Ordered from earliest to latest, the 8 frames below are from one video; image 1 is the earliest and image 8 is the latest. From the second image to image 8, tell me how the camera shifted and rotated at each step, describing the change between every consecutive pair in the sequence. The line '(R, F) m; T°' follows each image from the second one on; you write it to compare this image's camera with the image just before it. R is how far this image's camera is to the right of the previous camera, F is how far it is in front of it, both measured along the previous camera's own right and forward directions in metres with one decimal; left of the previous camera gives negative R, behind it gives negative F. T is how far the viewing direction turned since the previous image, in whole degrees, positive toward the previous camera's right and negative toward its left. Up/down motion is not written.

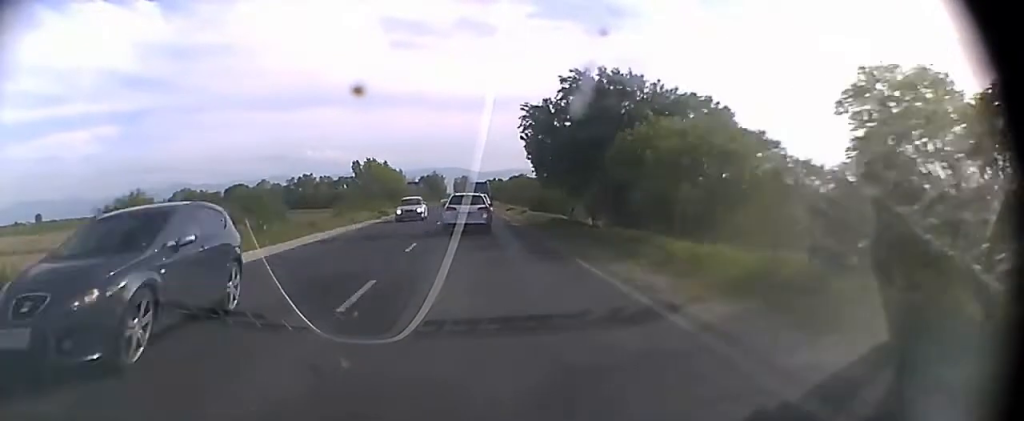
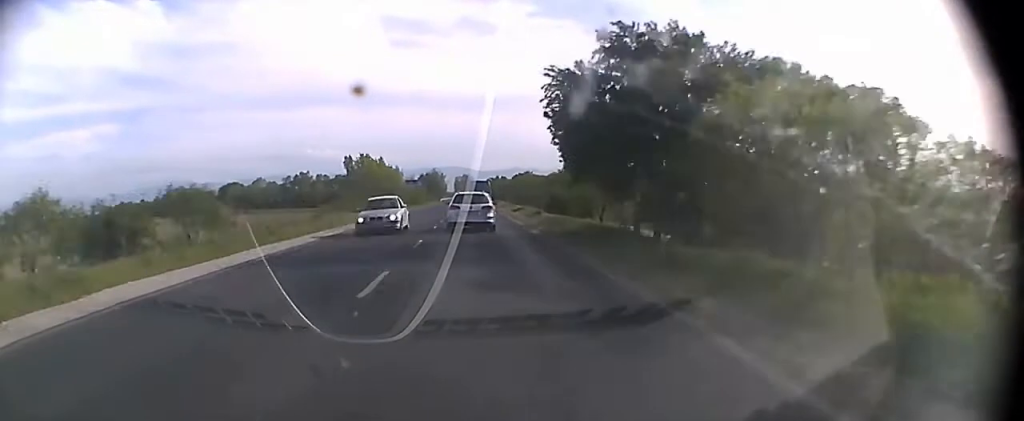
(0.0, +8.0) m; 0°
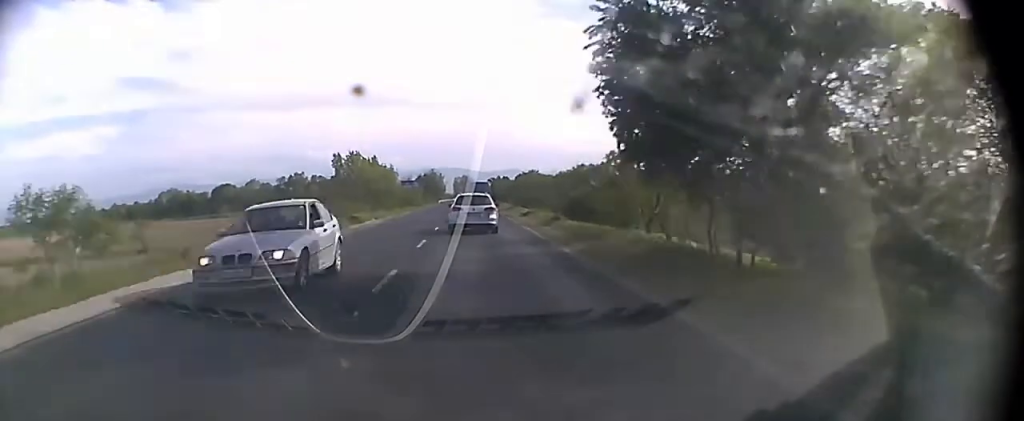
(0.0, +8.1) m; 0°
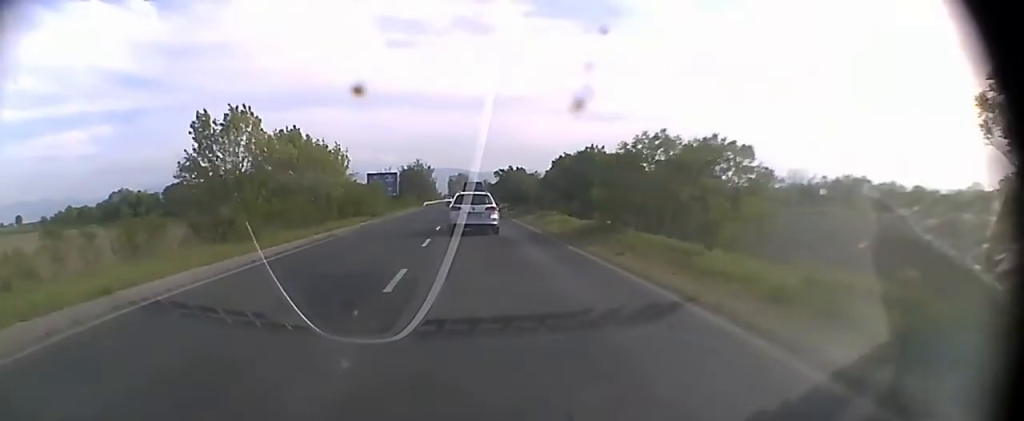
(-0.1, +44.4) m; 0°
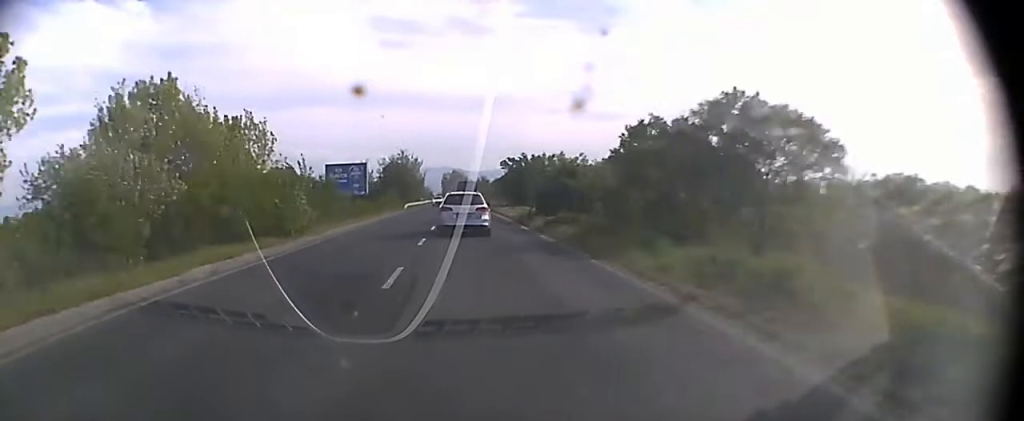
(+0.1, +26.2) m; 0°
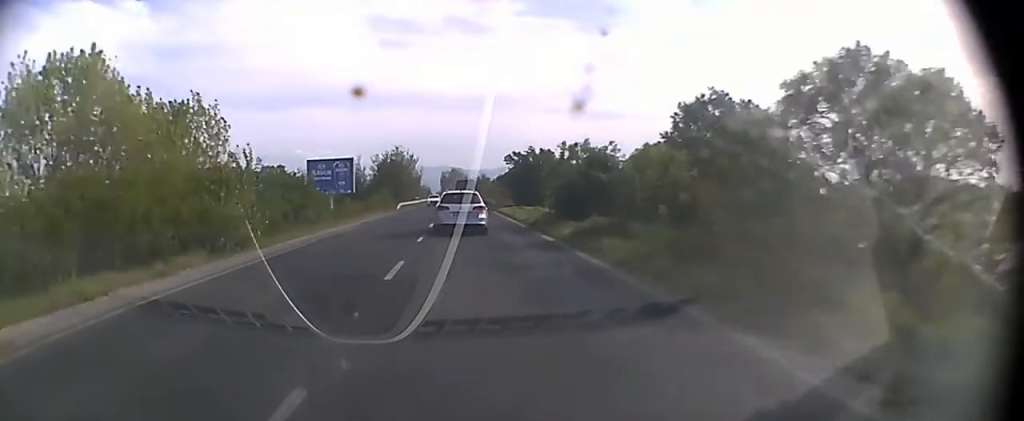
(0.0, +8.0) m; 0°
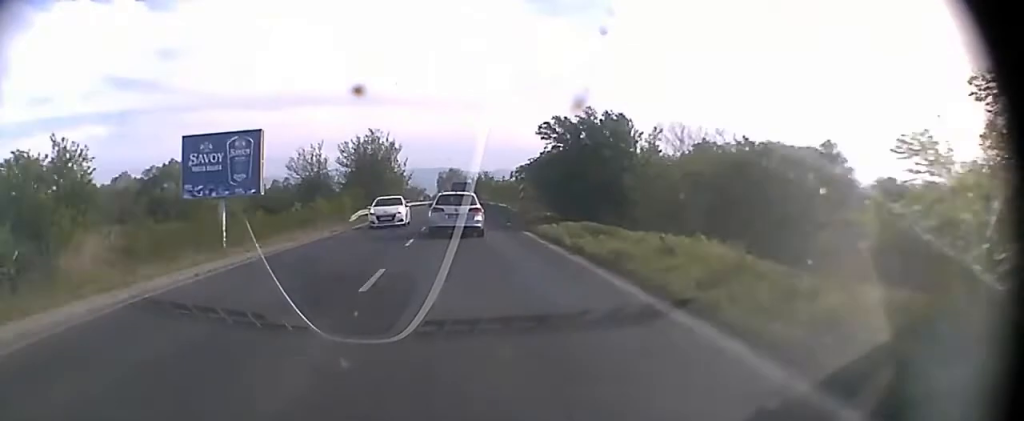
(+0.1, +28.0) m; 0°
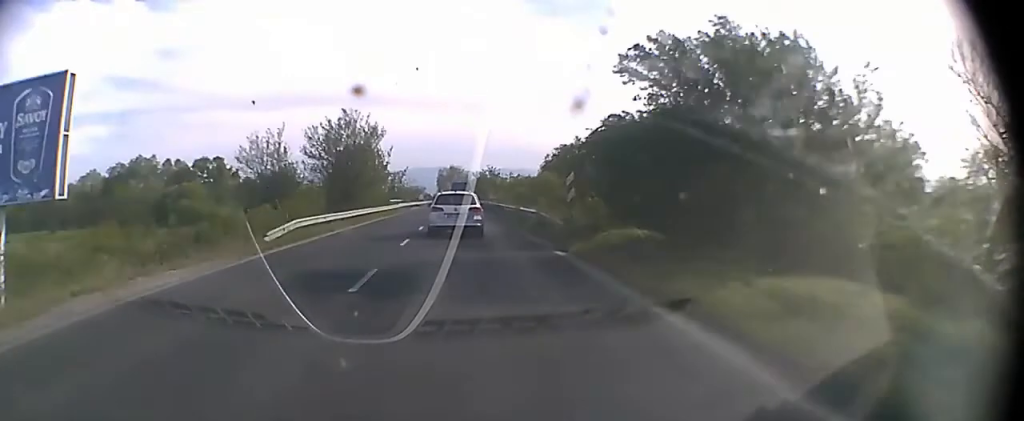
(0.0, +17.8) m; 0°
